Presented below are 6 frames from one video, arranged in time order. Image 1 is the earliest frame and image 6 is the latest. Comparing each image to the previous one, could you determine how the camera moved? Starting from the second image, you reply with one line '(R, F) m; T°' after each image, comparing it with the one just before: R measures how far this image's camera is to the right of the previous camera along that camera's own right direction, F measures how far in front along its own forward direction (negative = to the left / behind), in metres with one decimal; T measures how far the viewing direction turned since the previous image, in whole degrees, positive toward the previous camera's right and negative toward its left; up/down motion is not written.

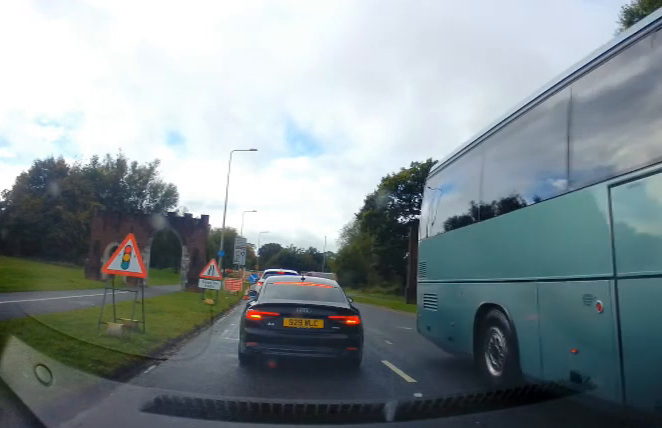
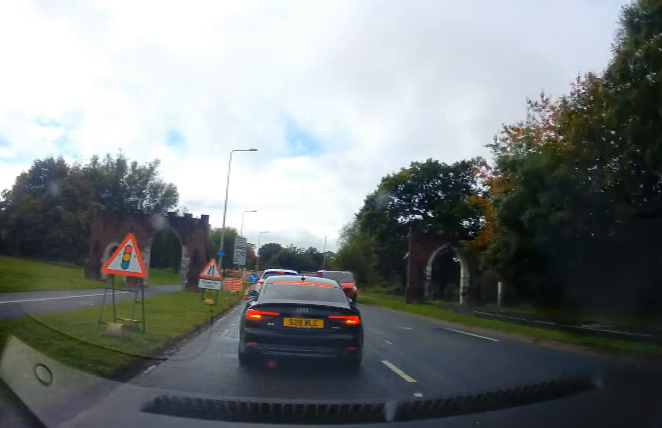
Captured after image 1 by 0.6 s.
(0.0, 0.0) m; 0°
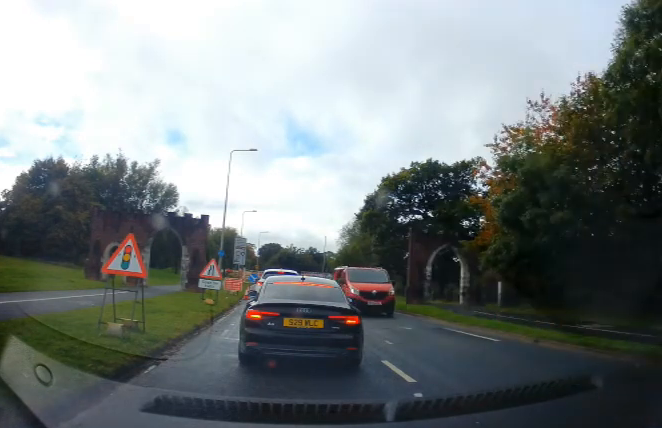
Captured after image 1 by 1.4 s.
(0.0, 0.0) m; 0°
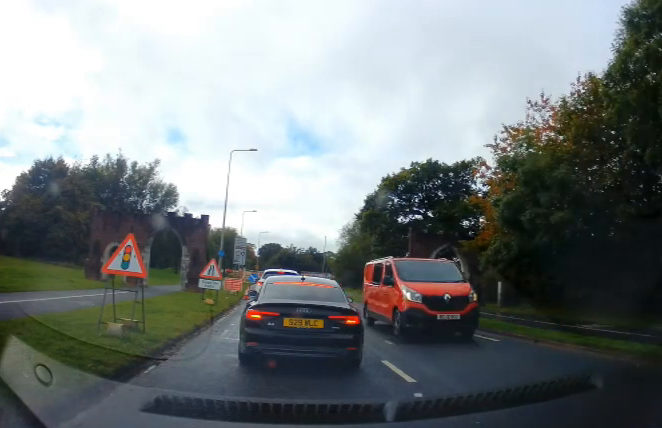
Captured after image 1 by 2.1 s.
(0.0, 0.0) m; 0°
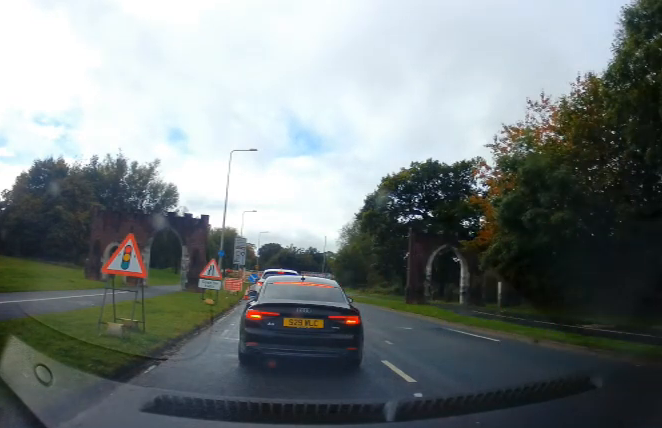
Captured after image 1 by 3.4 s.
(0.0, 0.0) m; 0°
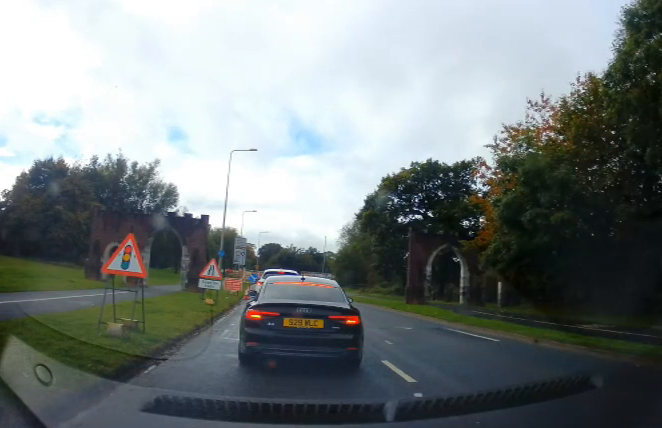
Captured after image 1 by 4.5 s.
(0.0, 0.0) m; 0°
